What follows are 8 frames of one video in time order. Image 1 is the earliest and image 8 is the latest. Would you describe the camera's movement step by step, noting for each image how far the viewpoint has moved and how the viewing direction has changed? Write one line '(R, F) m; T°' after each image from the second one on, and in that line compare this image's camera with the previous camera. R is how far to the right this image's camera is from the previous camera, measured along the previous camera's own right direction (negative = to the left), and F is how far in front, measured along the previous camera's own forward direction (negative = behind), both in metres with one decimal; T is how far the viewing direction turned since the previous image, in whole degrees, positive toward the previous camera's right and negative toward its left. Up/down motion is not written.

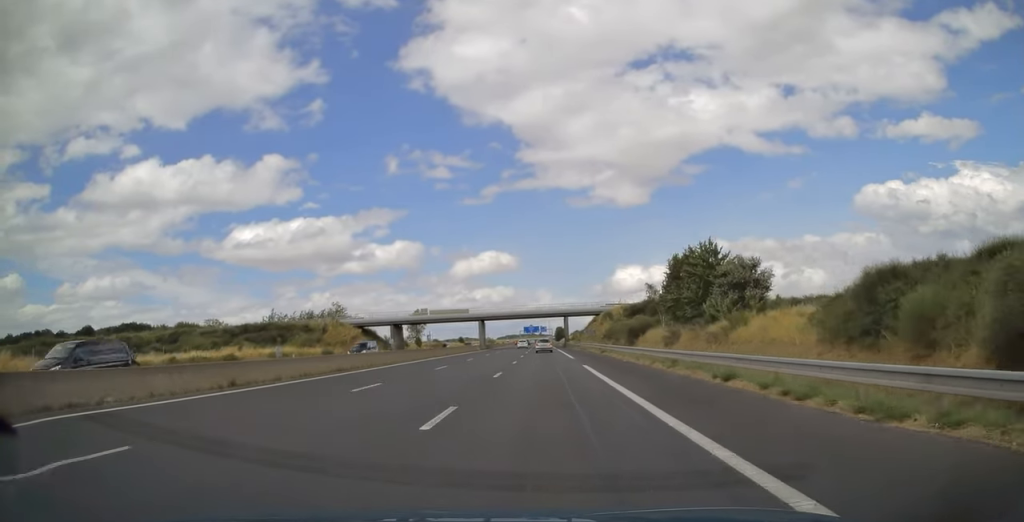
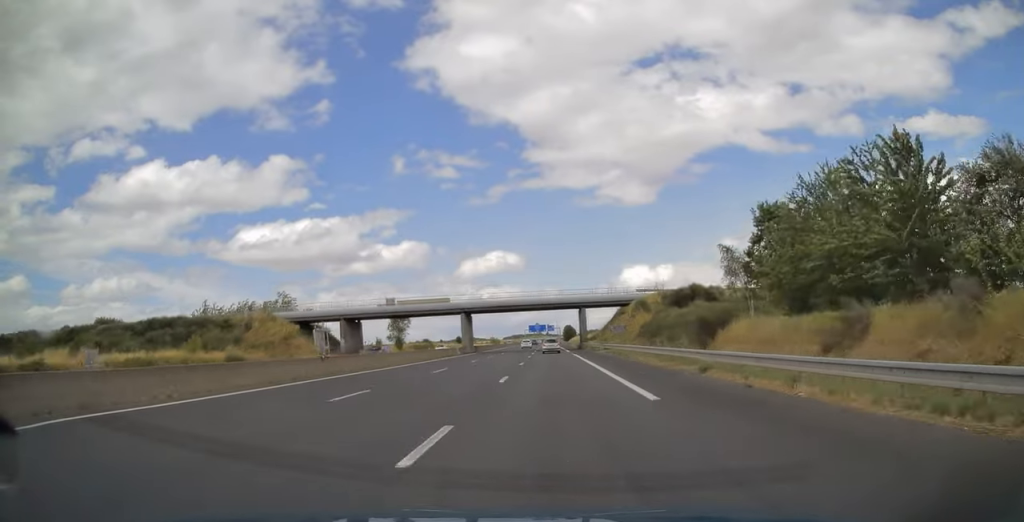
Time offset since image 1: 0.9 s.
(-0.2, +28.6) m; -1°
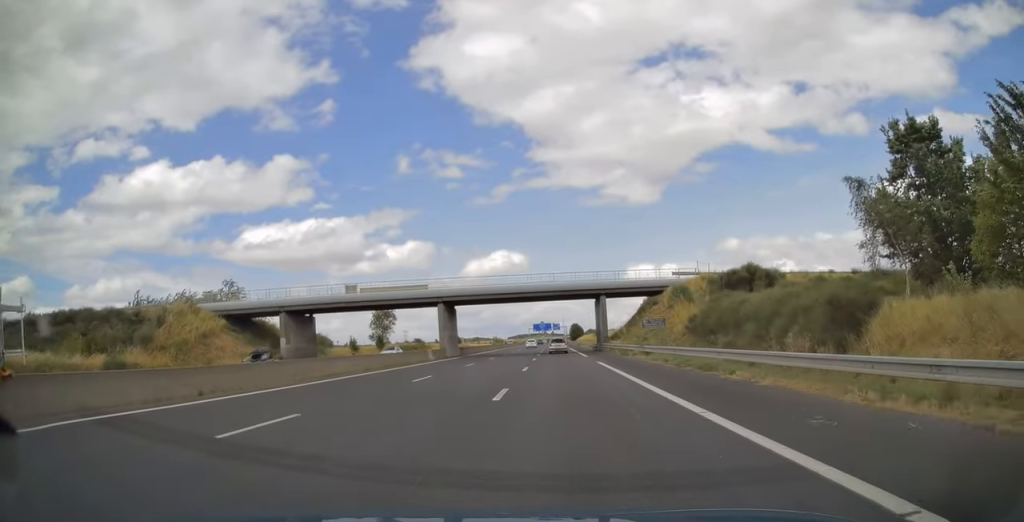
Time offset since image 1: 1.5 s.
(-0.1, +18.9) m; 0°
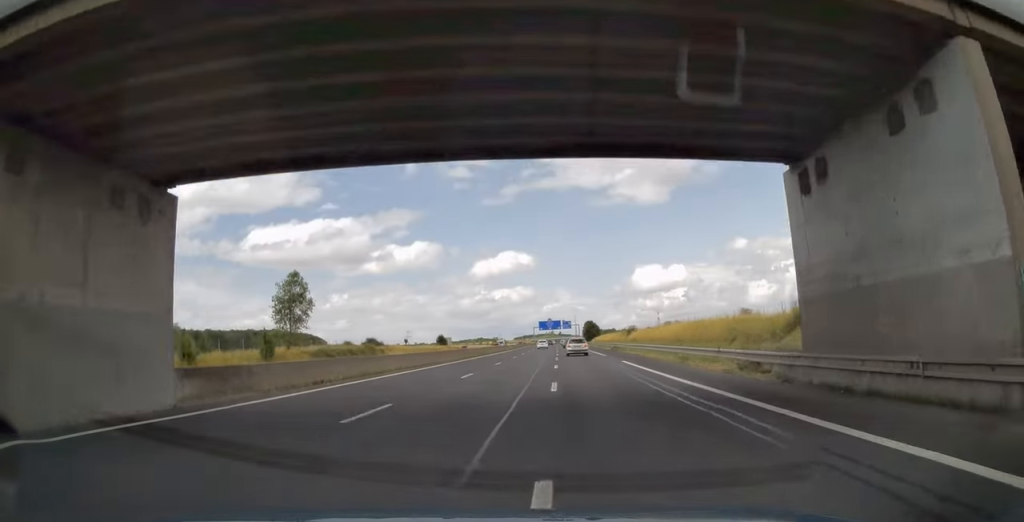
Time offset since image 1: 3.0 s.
(-0.2, +49.7) m; 0°
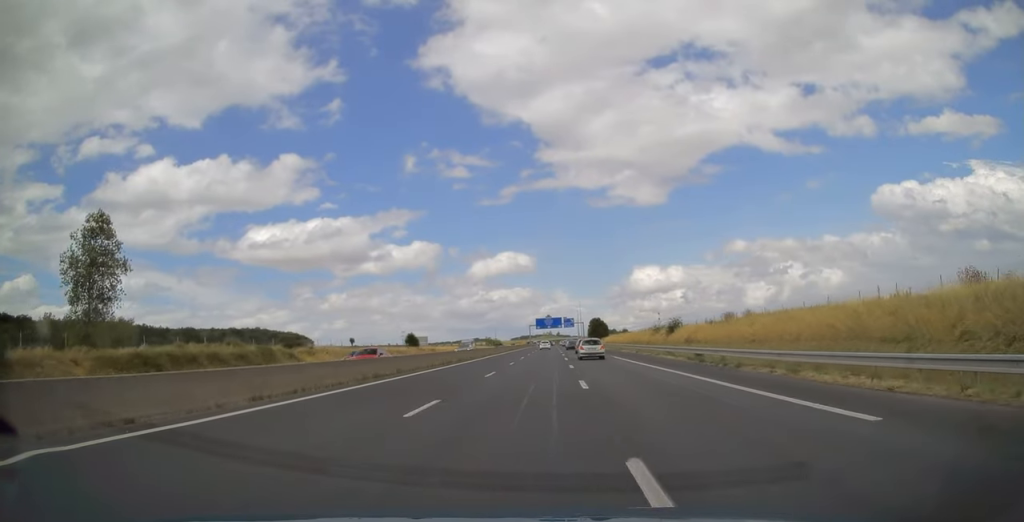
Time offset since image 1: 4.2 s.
(+0.1, +38.1) m; 0°
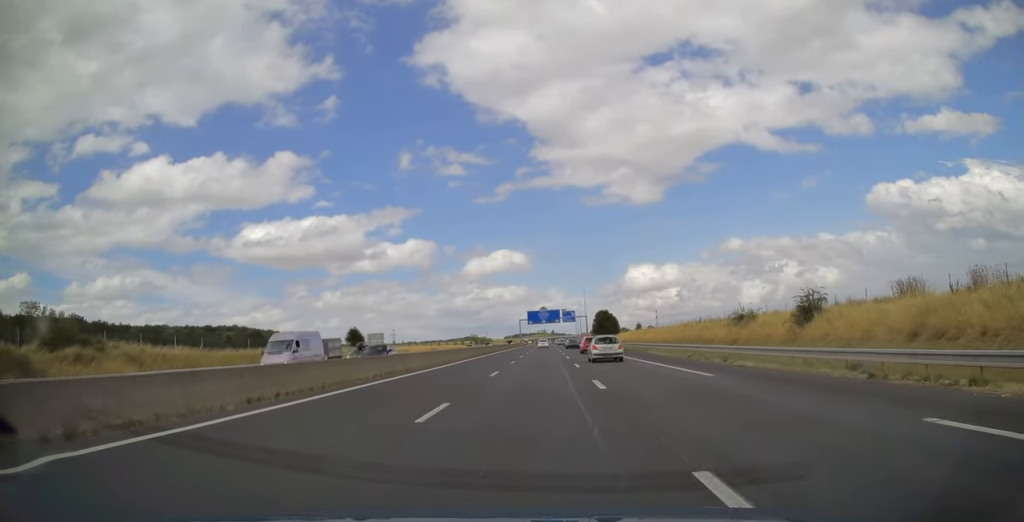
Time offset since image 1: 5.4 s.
(+0.1, +40.0) m; 0°
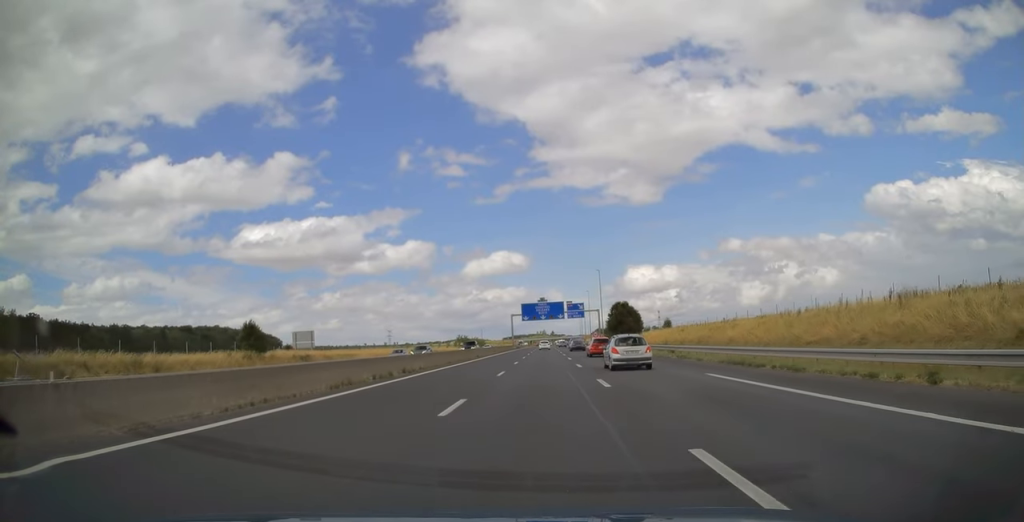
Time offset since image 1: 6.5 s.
(0.0, +38.0) m; 0°
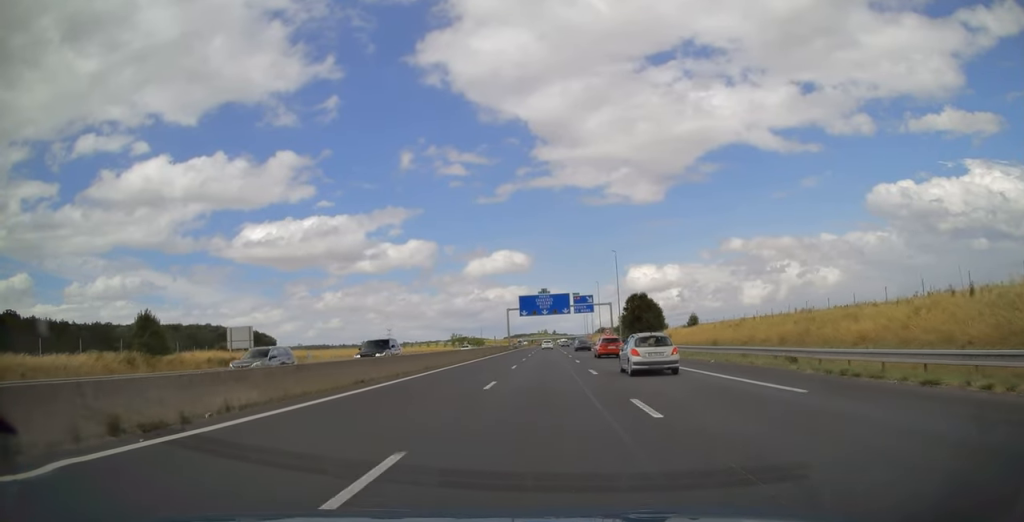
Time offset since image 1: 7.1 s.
(0.0, +19.8) m; 0°
